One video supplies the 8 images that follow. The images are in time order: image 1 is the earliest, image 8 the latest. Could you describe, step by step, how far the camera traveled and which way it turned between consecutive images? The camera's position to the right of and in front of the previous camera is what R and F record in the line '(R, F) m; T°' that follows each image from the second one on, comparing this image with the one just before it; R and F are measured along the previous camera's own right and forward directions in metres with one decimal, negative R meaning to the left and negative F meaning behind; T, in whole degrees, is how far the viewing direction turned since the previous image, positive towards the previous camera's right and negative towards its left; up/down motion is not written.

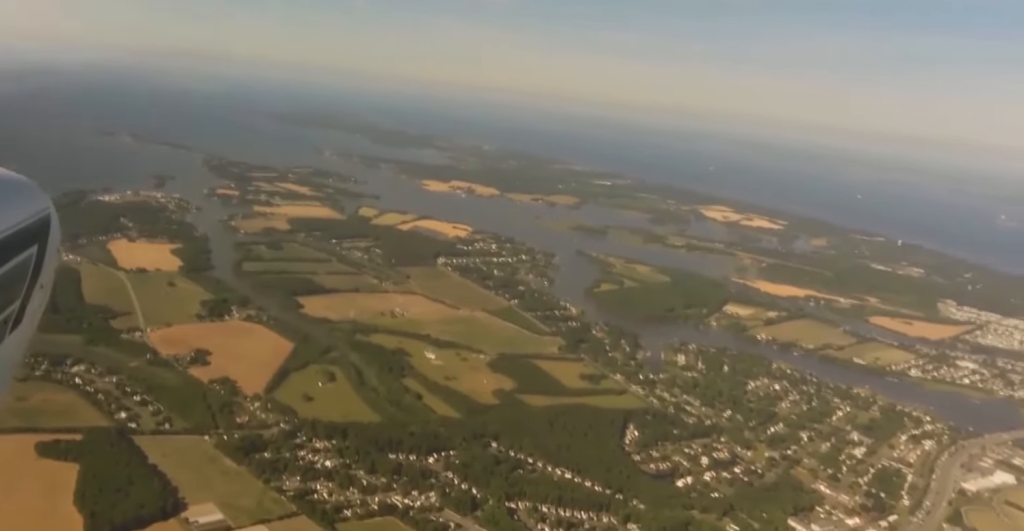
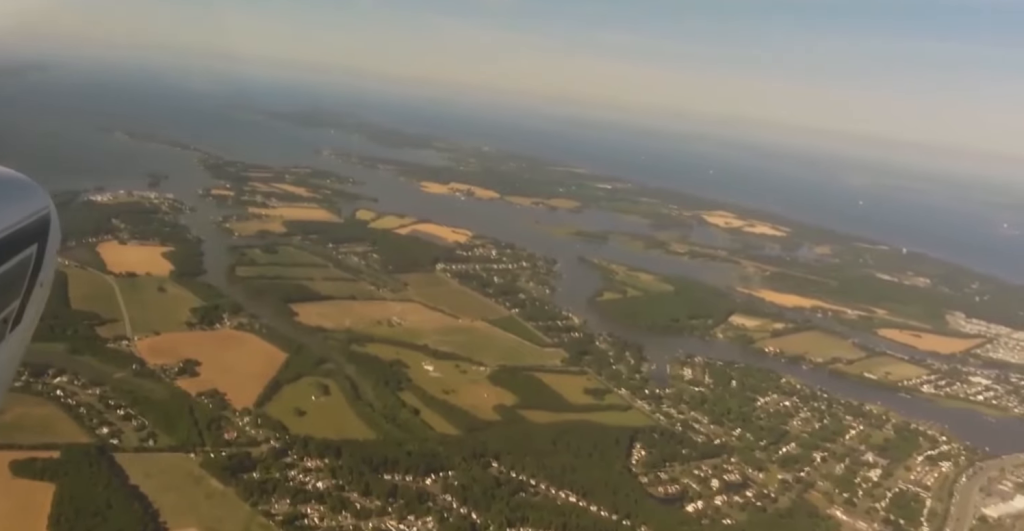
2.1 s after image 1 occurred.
(+1.2, +99.4) m; 0°
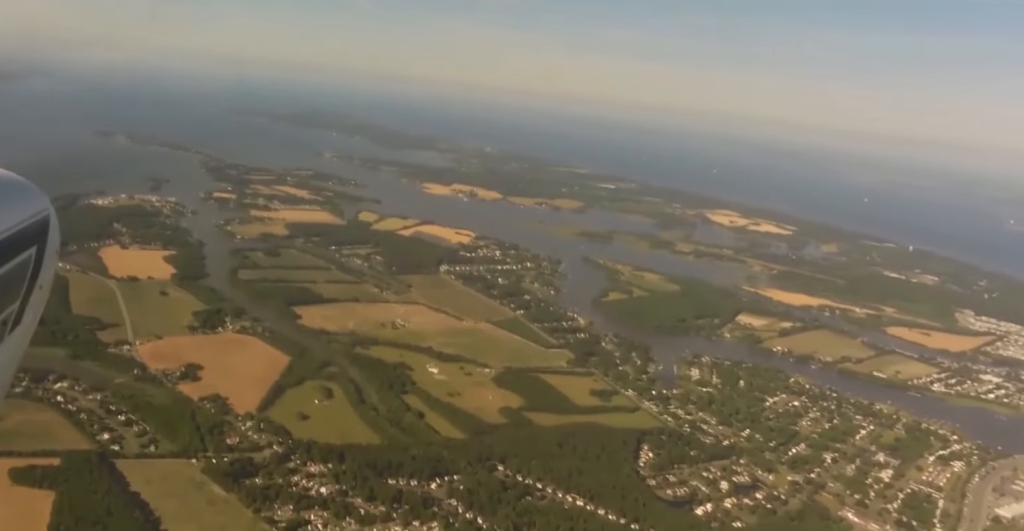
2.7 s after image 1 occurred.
(-0.2, +27.2) m; 0°
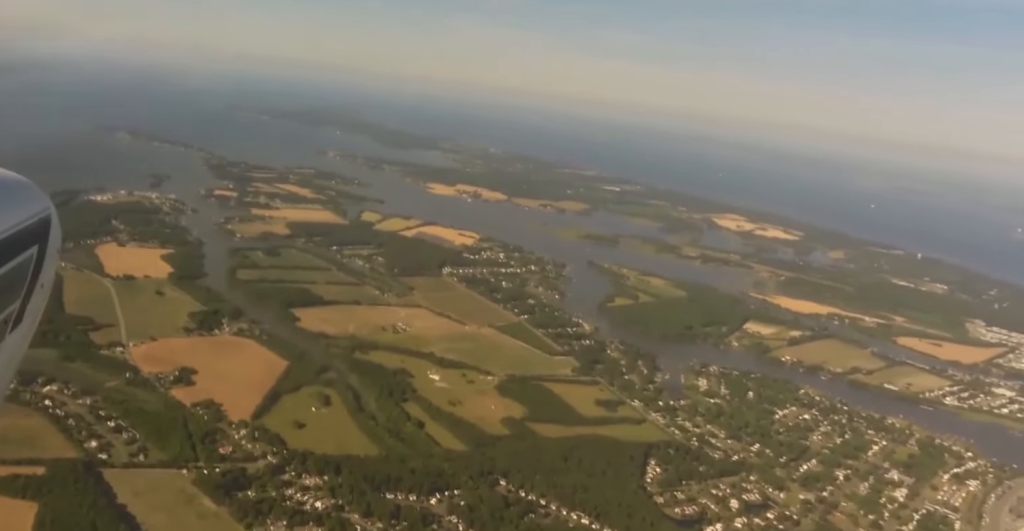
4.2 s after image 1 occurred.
(+0.7, +71.2) m; 0°
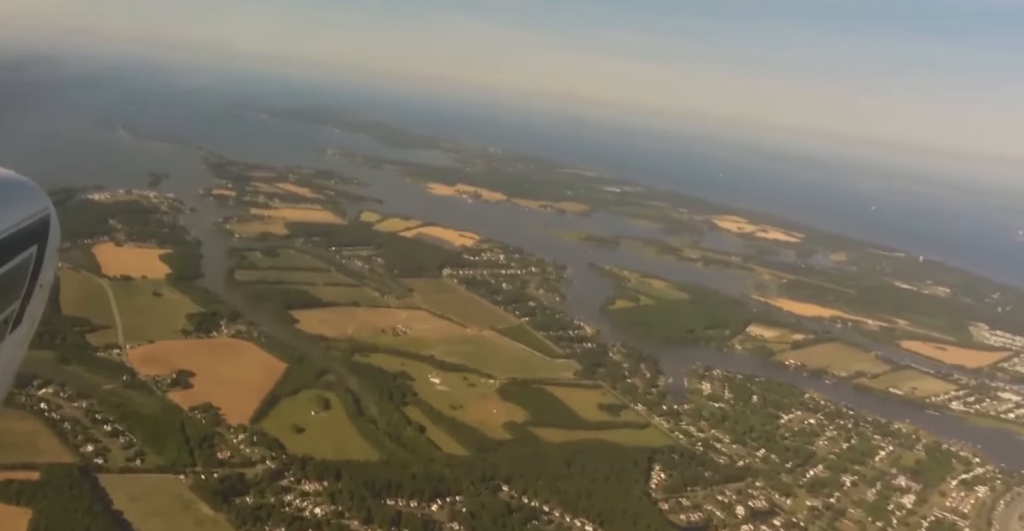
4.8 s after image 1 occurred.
(-0.5, +28.9) m; 0°
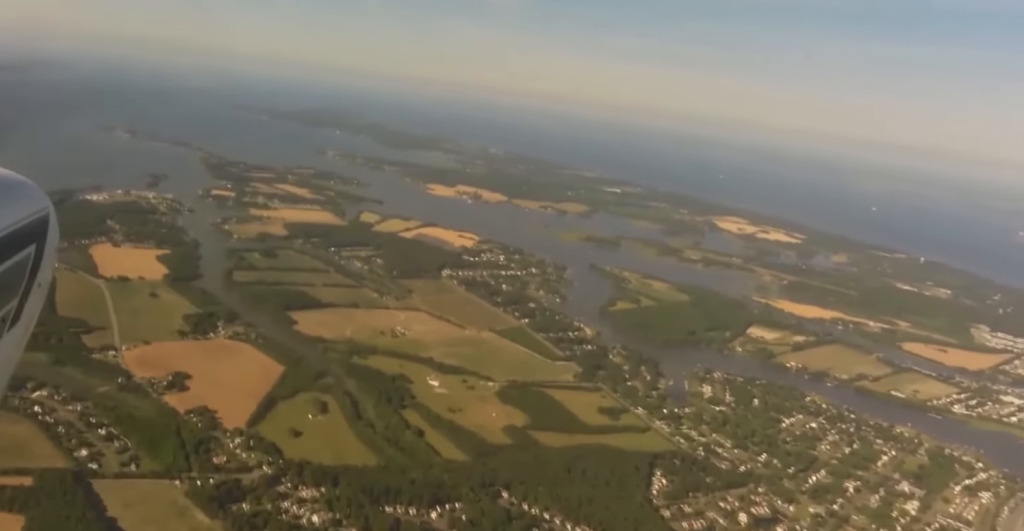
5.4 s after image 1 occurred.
(-0.2, +25.3) m; 0°
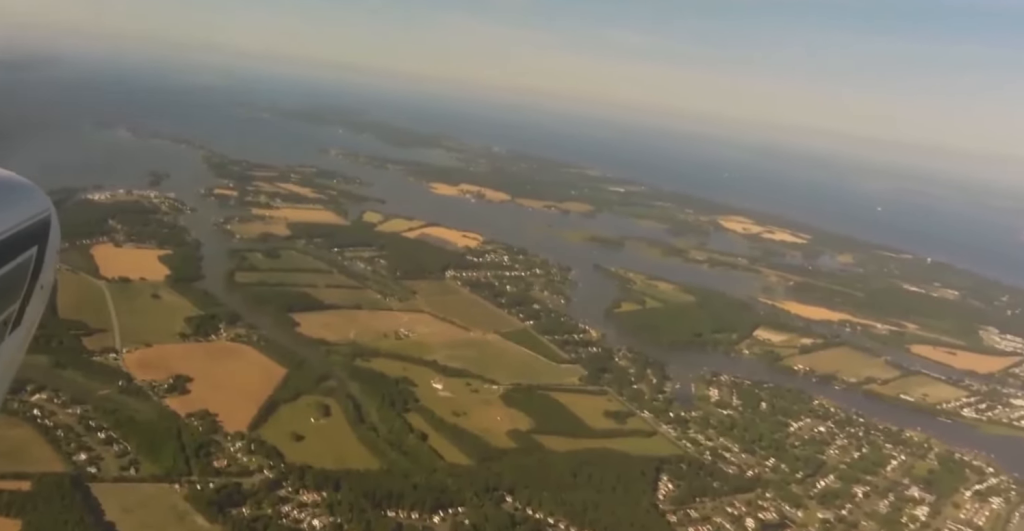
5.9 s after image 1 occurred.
(+0.5, +24.3) m; 0°
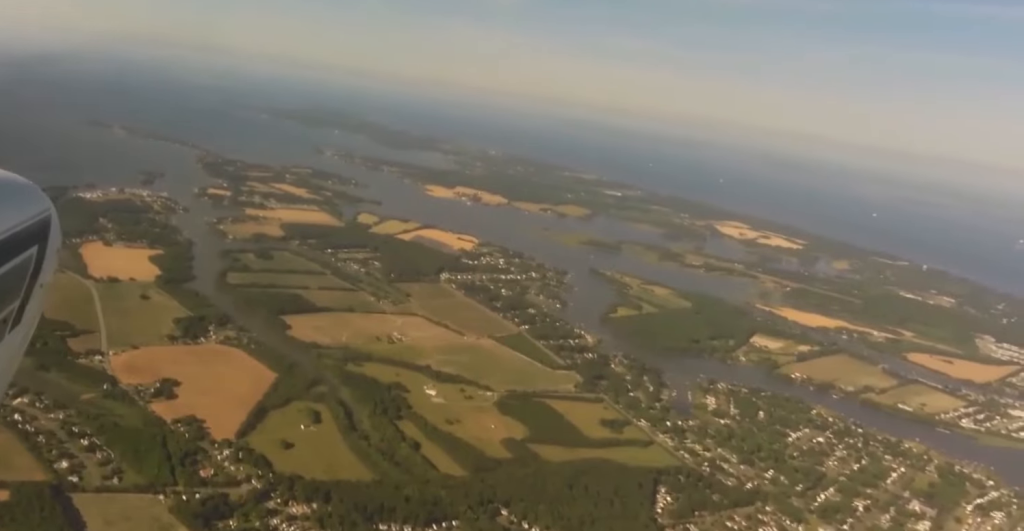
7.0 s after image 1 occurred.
(-0.5, +53.7) m; -1°
